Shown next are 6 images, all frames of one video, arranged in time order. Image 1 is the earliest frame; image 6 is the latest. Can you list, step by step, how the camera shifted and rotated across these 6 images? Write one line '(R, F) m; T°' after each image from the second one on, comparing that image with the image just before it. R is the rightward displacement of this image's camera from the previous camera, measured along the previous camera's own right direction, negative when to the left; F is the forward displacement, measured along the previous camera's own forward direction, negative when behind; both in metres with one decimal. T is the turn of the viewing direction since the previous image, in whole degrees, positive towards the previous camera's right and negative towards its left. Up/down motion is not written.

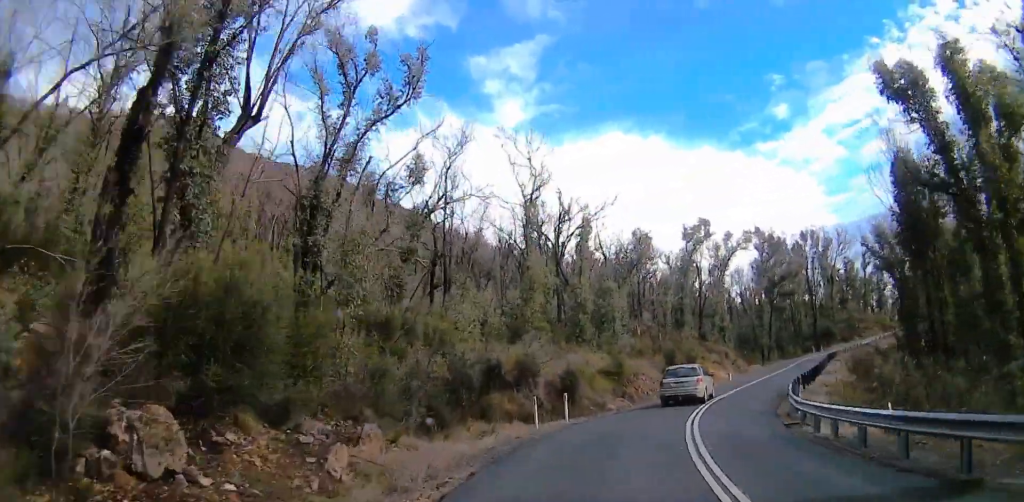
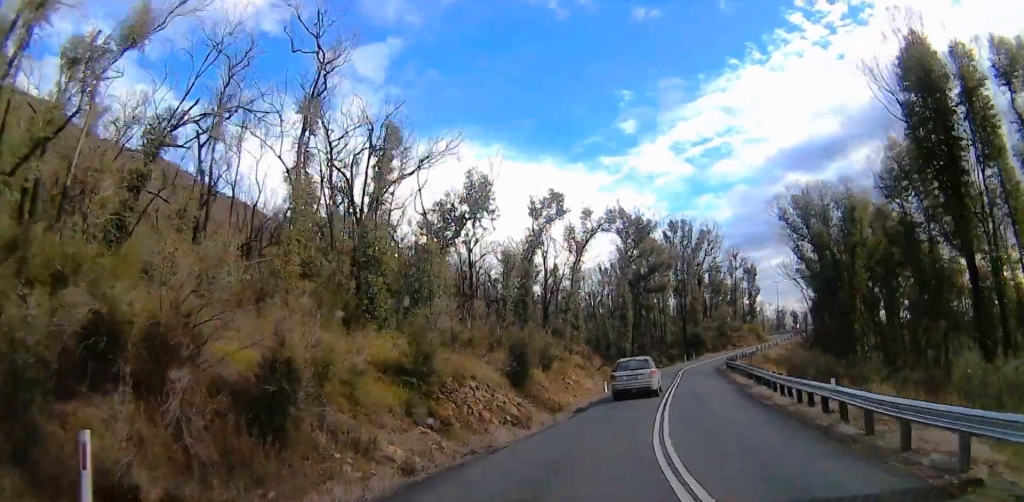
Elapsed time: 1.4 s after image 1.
(+3.0, +19.0) m; +11°
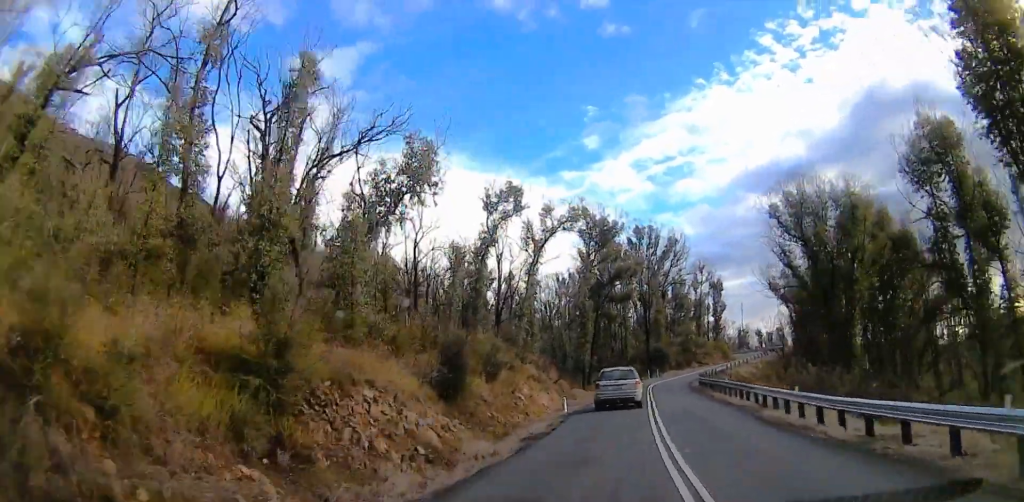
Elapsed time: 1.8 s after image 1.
(0.0, +6.9) m; +2°
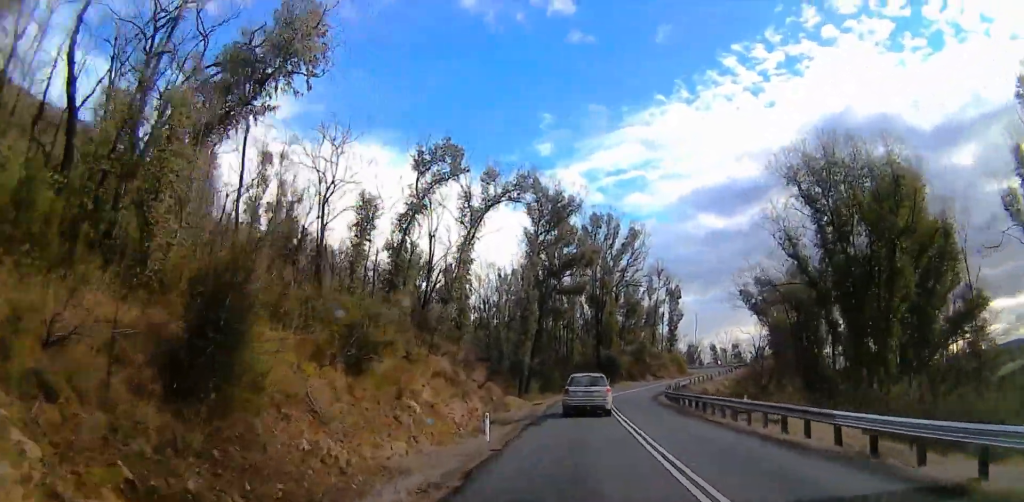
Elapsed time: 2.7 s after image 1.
(+0.5, +12.7) m; +7°
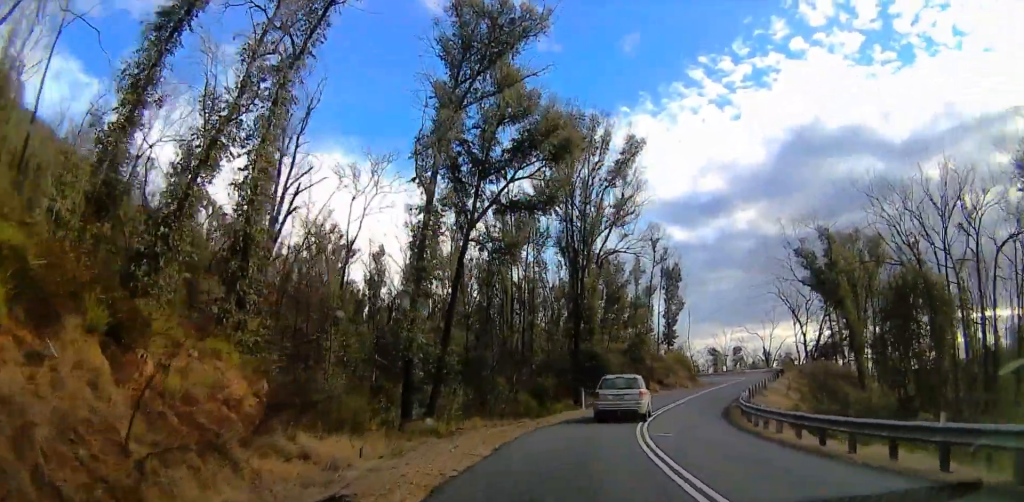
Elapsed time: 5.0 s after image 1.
(+2.8, +31.9) m; +5°
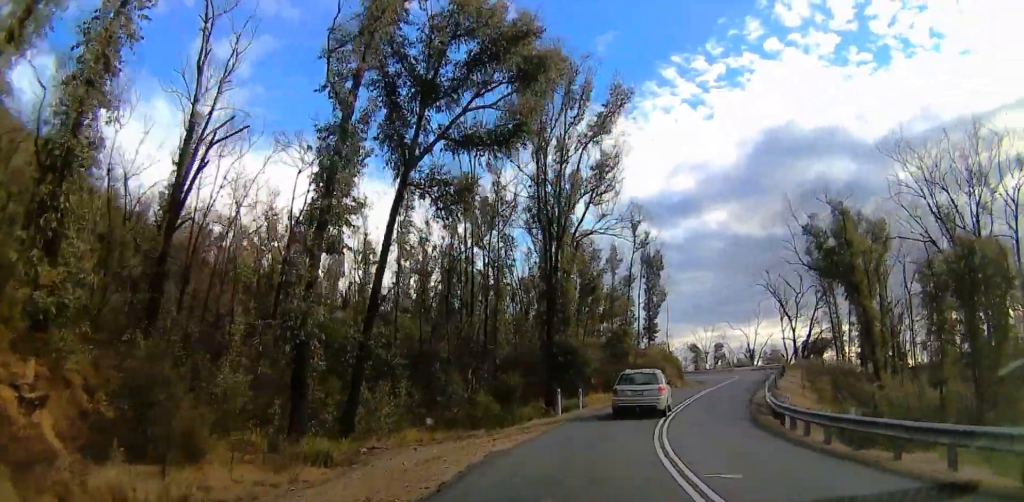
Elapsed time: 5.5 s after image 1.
(0.0, +7.8) m; 0°
